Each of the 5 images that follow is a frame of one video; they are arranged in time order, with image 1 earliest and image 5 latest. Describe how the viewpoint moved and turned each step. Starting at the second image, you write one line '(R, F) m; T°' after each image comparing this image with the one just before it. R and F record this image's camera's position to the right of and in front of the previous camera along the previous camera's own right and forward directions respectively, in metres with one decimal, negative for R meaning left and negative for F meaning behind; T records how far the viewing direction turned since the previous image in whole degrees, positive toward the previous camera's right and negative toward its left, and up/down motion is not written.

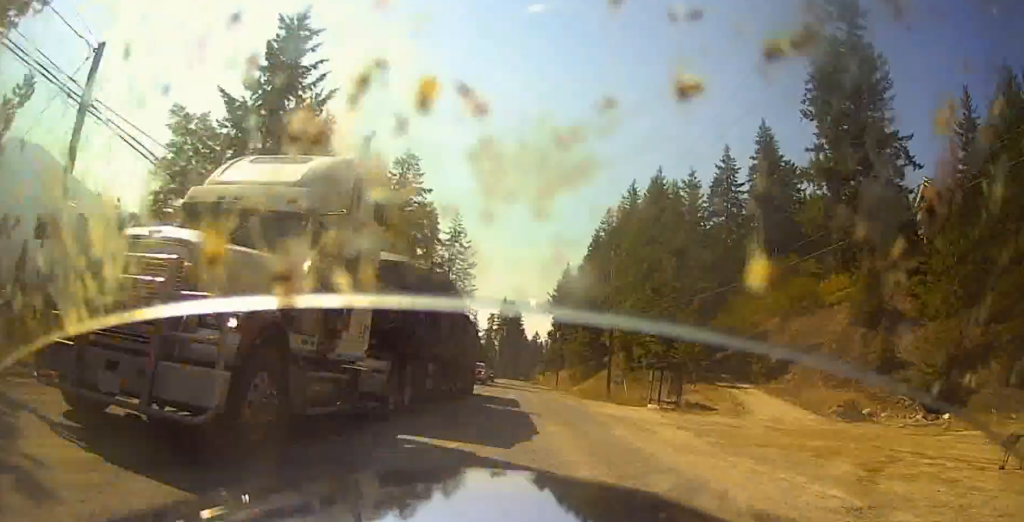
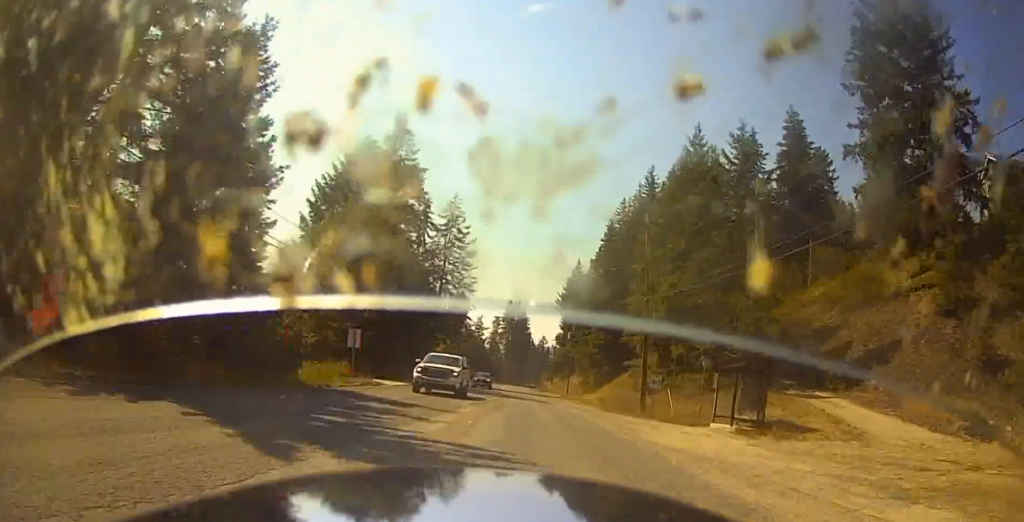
(+0.1, +12.6) m; -5°
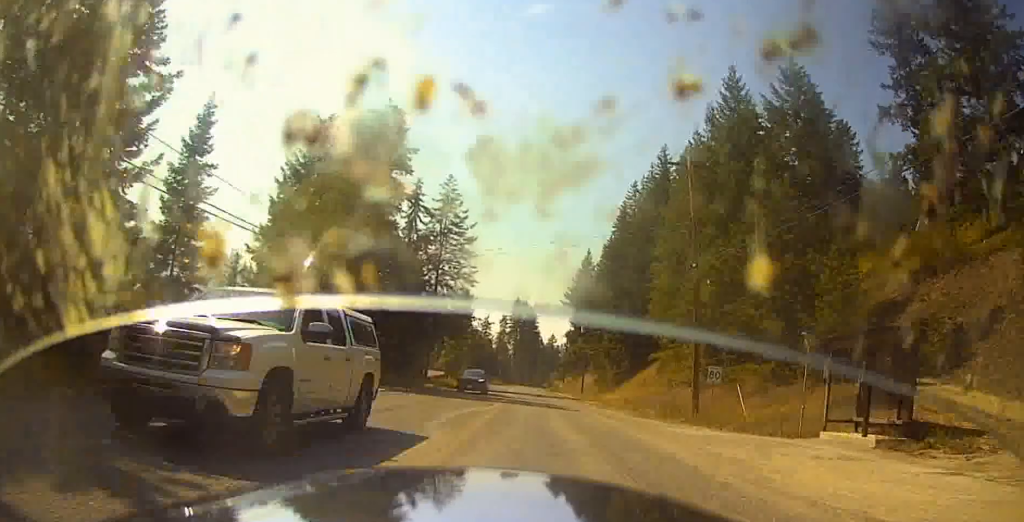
(-0.6, +9.8) m; -2°
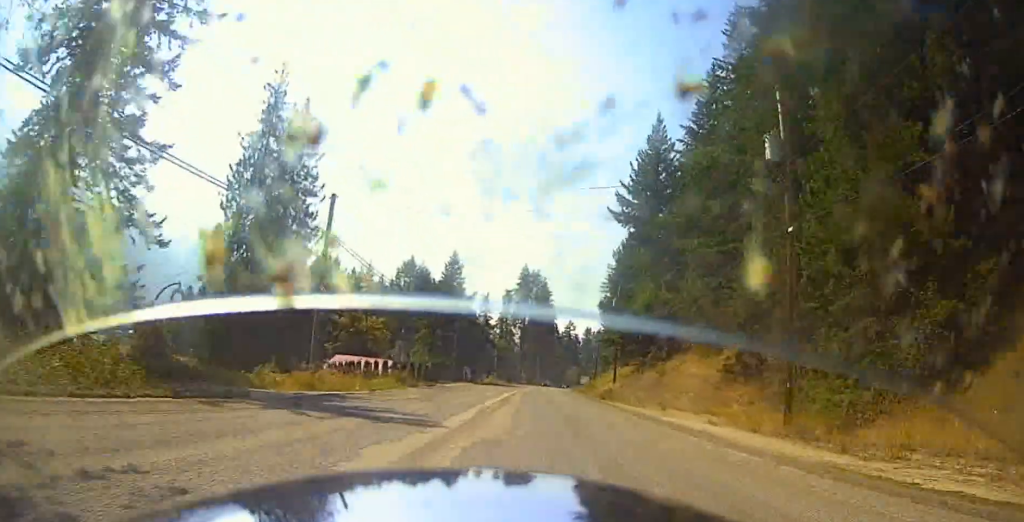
(+3.6, +69.5) m; +3°
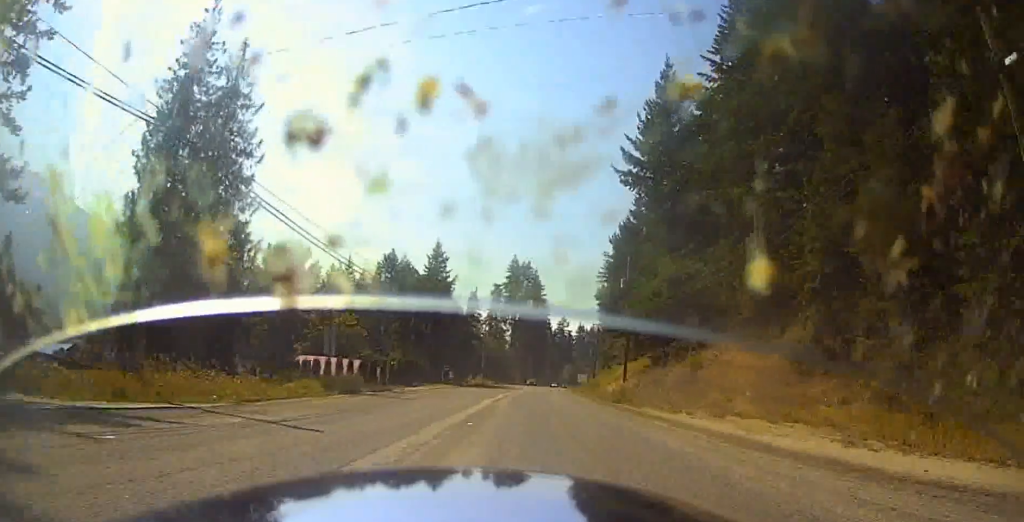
(0.0, +12.2) m; +2°
